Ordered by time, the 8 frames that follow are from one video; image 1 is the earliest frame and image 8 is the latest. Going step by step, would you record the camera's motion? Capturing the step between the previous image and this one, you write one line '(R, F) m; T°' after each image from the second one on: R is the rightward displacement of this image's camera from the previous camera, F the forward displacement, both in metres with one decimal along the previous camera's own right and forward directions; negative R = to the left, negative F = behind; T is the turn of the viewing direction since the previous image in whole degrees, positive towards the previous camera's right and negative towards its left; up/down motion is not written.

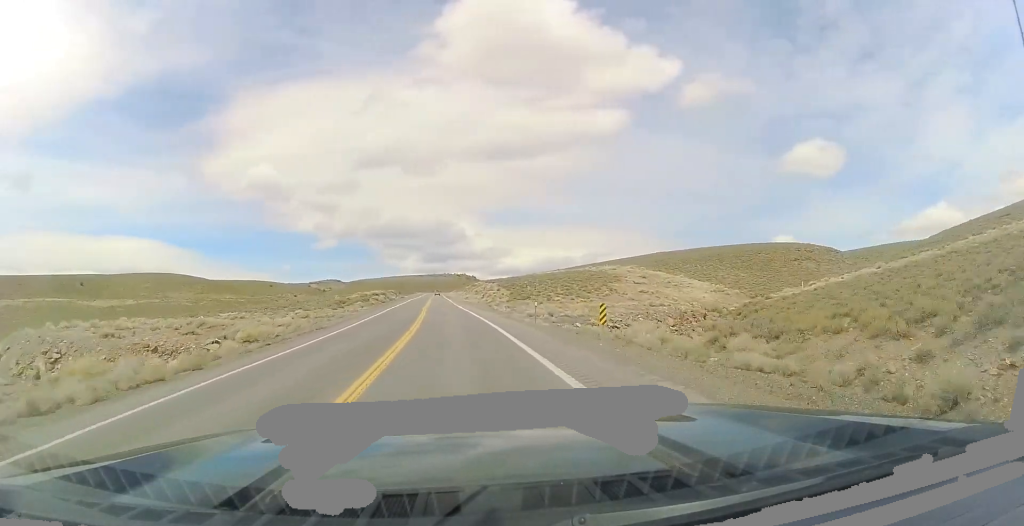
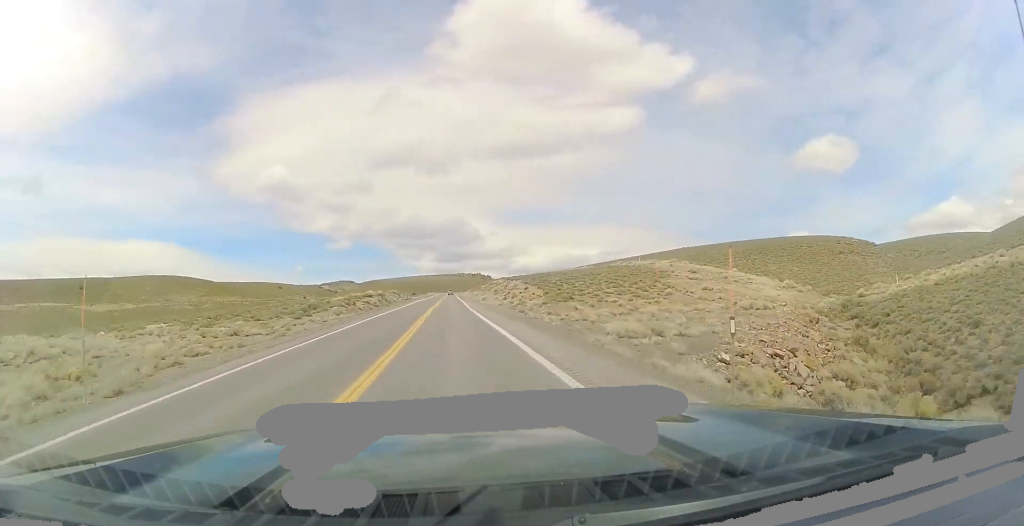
(-0.2, +19.8) m; -1°
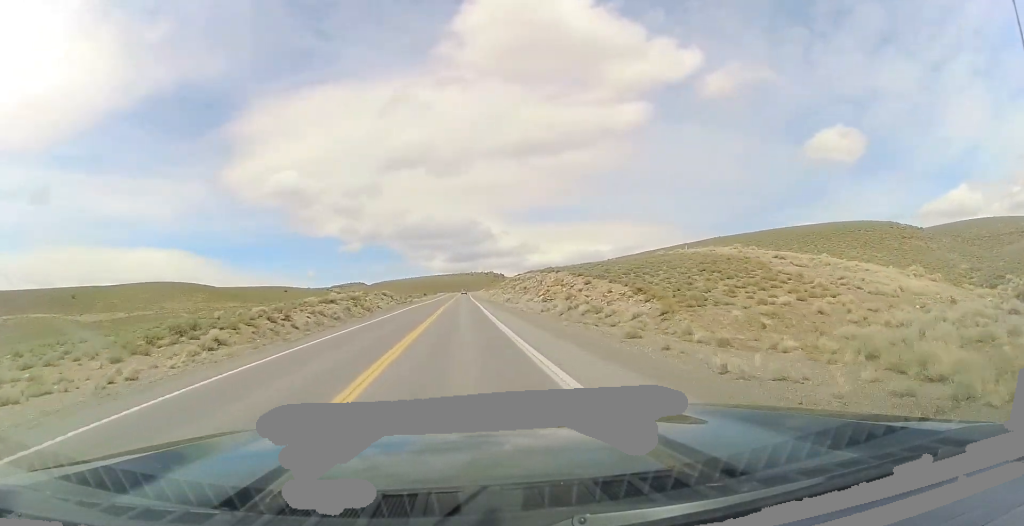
(-0.1, +27.0) m; -1°
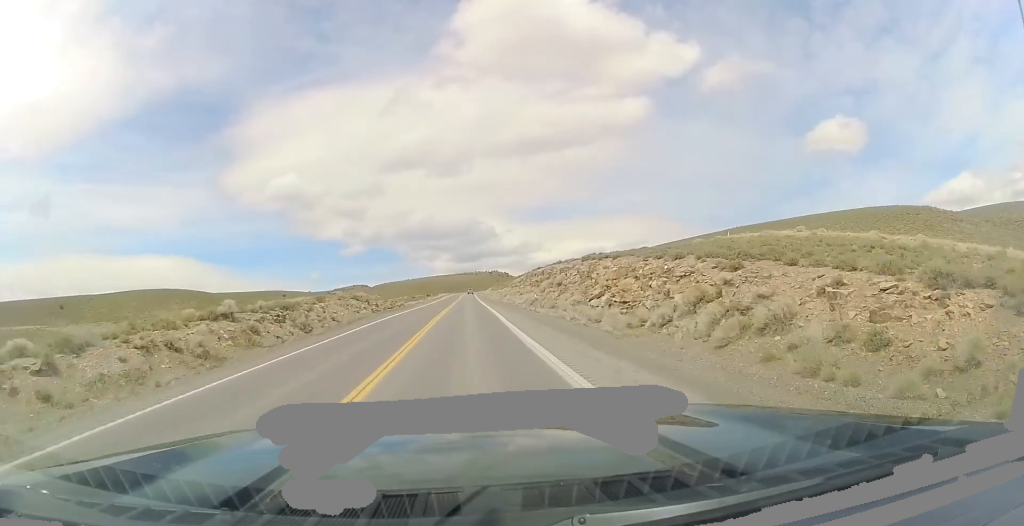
(-0.5, +21.8) m; -1°
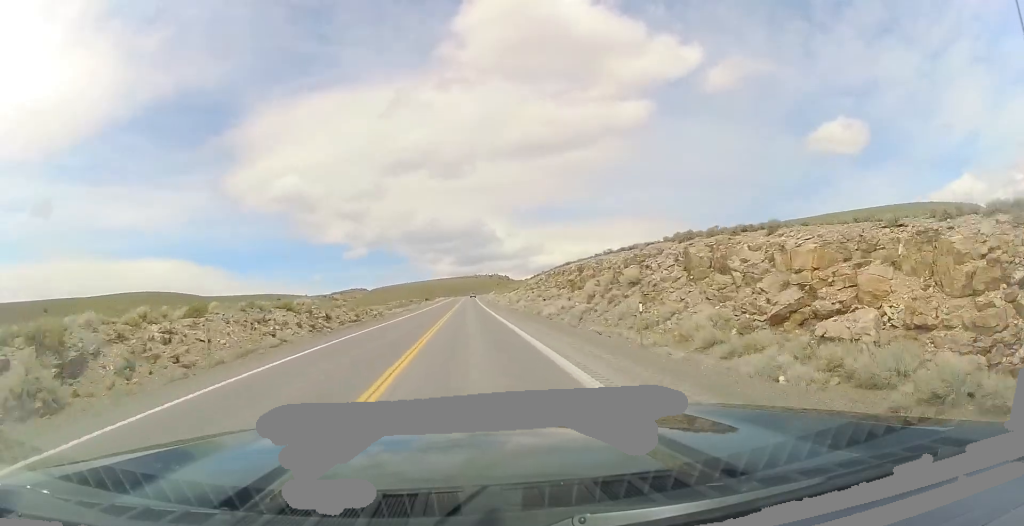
(+0.1, +20.8) m; 0°
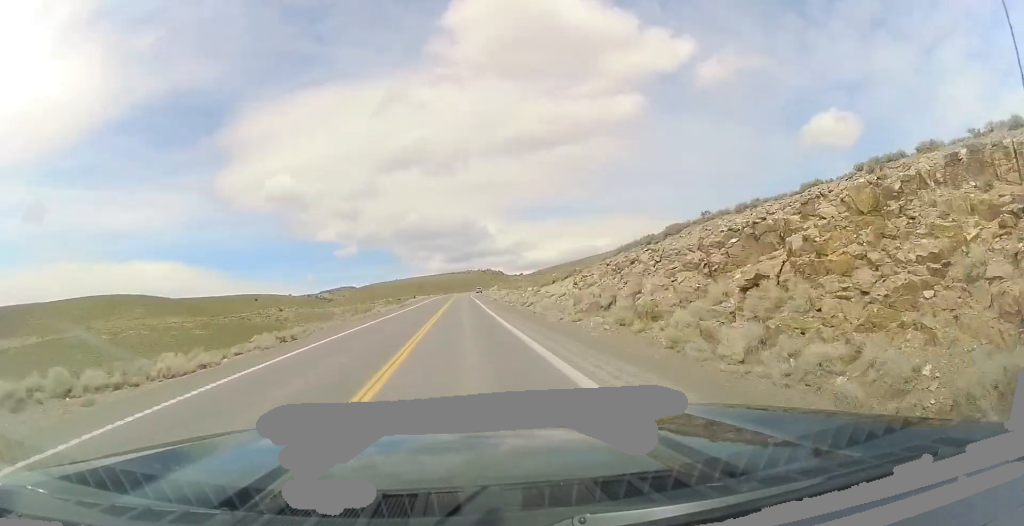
(+0.6, +53.1) m; +1°
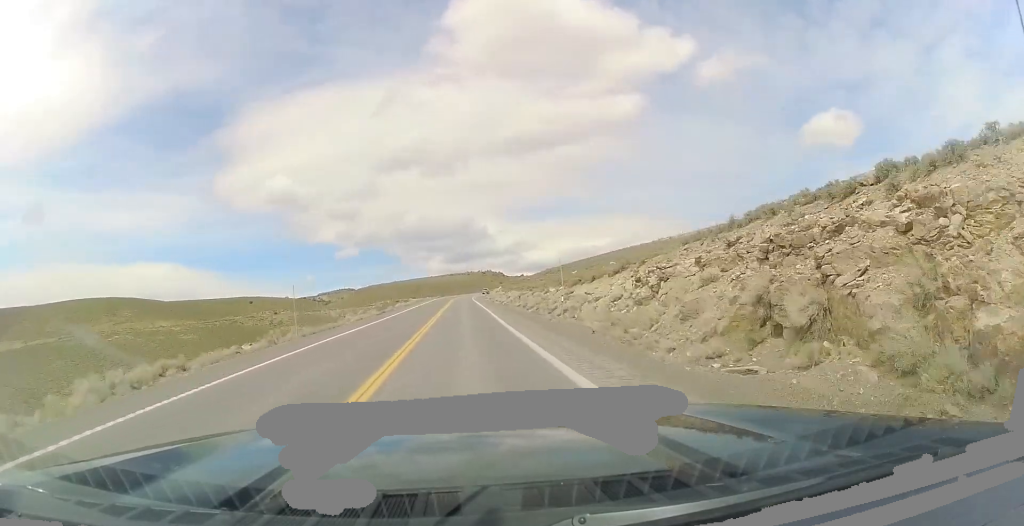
(+0.2, +15.6) m; 0°
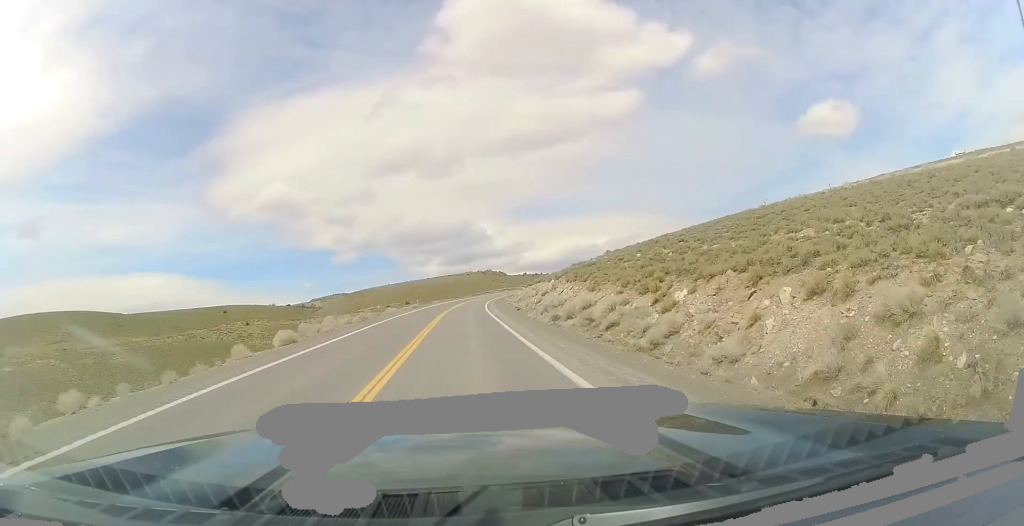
(-0.4, +67.9) m; 0°
